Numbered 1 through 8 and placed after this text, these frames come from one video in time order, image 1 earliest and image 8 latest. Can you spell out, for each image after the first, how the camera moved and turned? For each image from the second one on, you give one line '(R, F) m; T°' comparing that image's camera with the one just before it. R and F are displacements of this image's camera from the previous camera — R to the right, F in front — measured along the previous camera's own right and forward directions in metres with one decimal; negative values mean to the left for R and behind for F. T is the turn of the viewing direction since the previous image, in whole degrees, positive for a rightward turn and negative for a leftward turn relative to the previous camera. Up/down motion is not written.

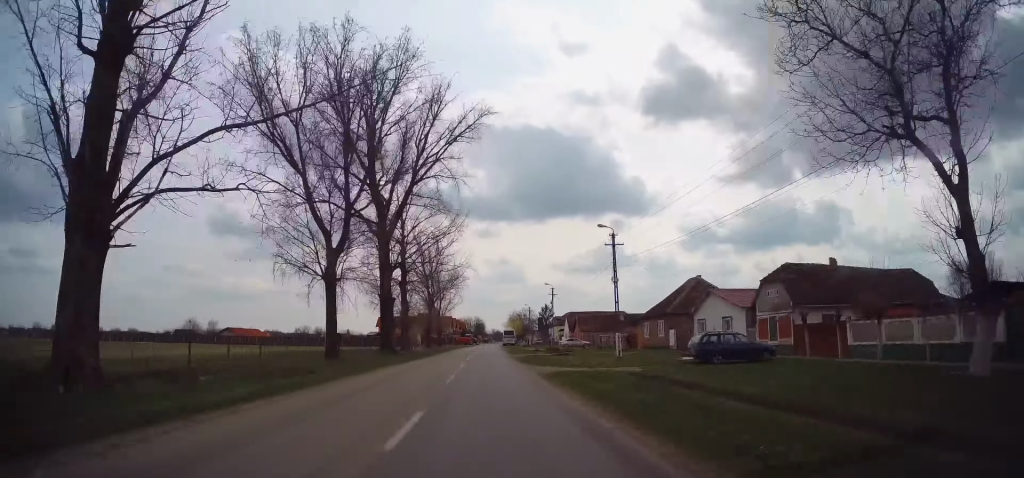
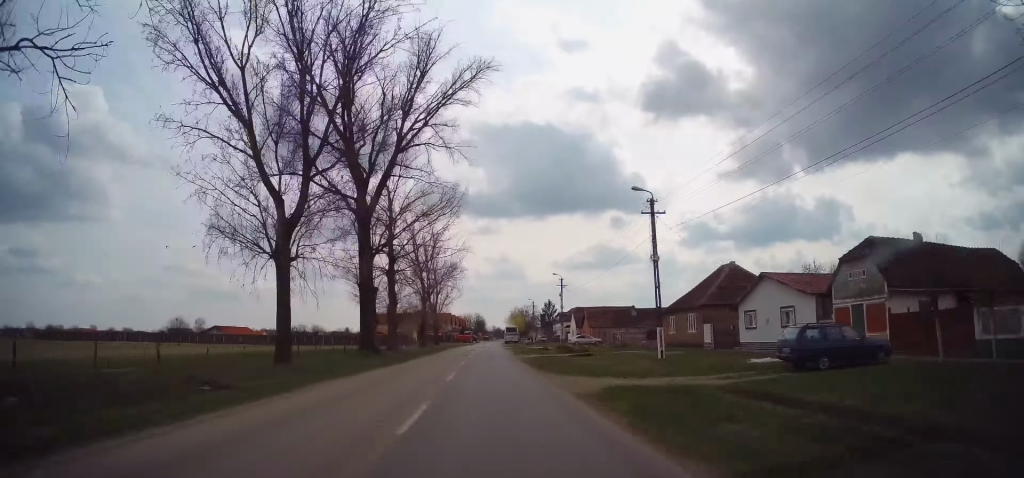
(0.0, +8.2) m; 0°
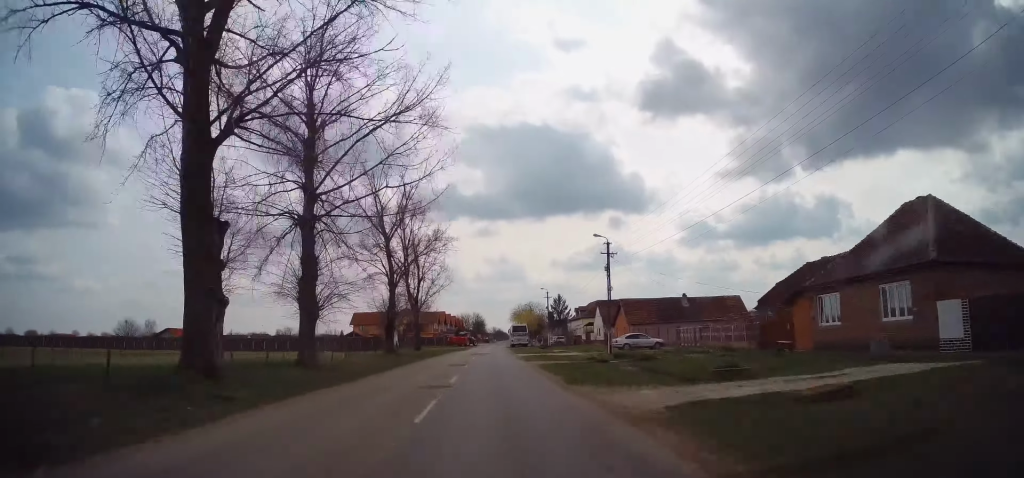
(+0.3, +24.8) m; +1°
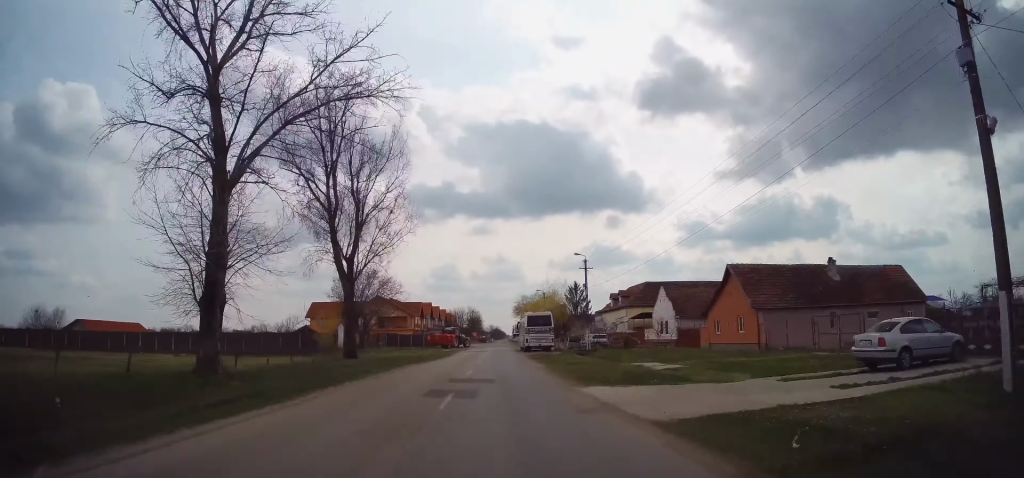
(-0.1, +32.2) m; +1°
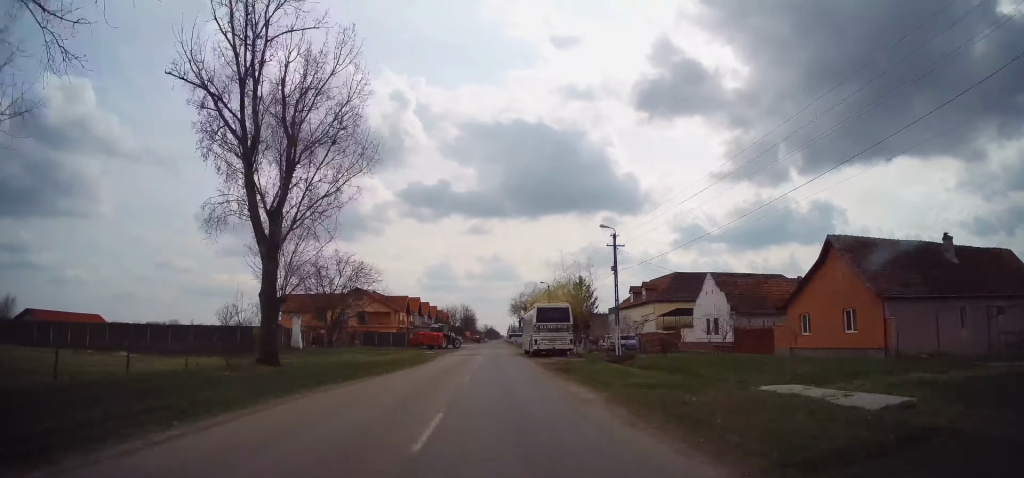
(+0.1, +12.6) m; +1°
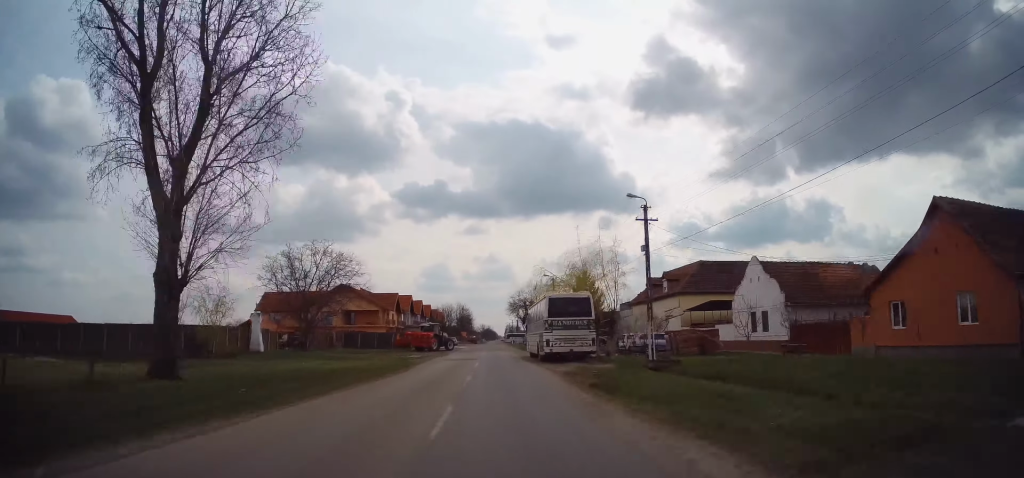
(0.0, +7.8) m; 0°
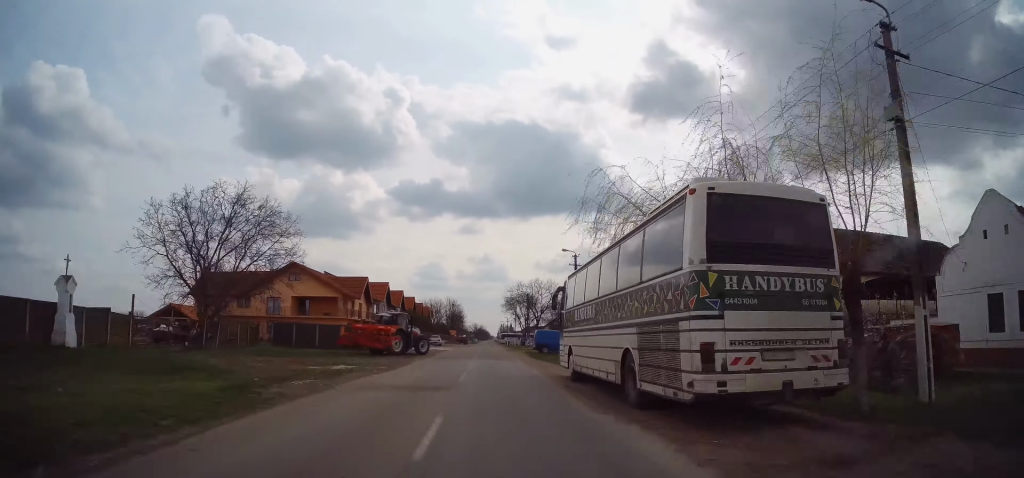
(0.0, +19.0) m; 0°
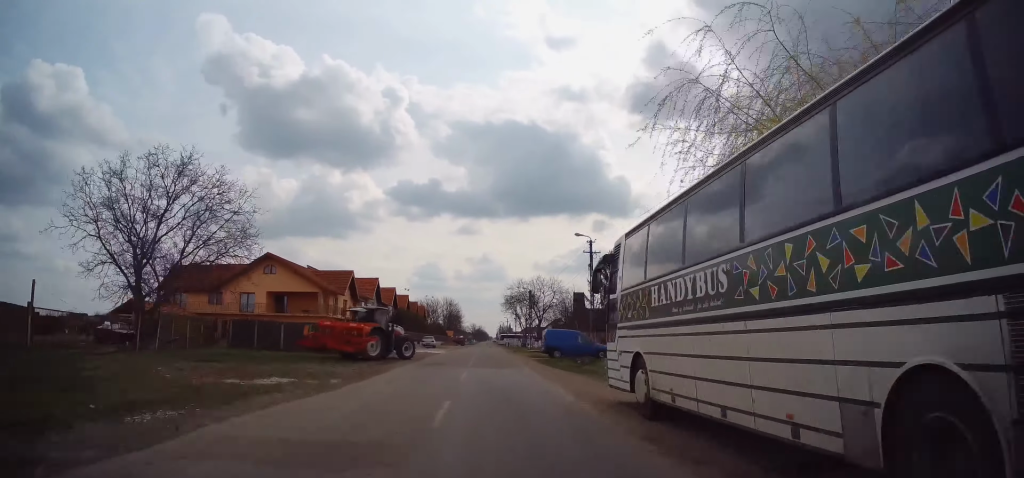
(0.0, +7.1) m; 0°
